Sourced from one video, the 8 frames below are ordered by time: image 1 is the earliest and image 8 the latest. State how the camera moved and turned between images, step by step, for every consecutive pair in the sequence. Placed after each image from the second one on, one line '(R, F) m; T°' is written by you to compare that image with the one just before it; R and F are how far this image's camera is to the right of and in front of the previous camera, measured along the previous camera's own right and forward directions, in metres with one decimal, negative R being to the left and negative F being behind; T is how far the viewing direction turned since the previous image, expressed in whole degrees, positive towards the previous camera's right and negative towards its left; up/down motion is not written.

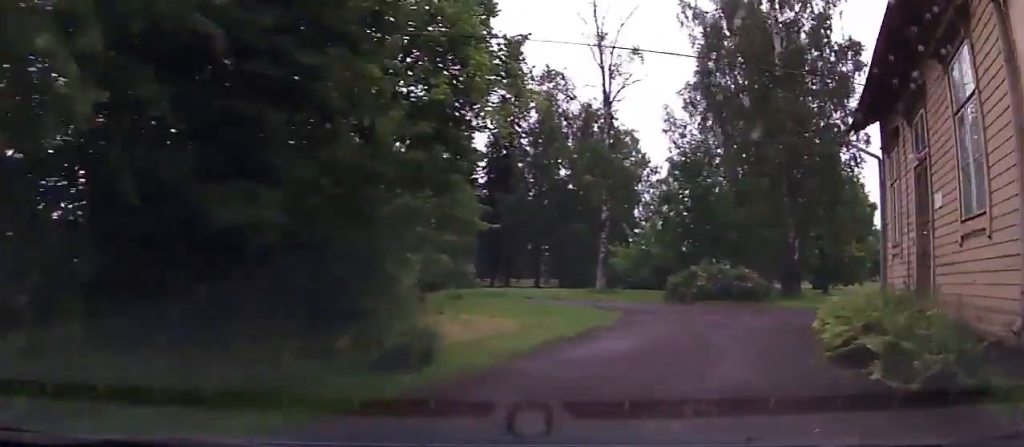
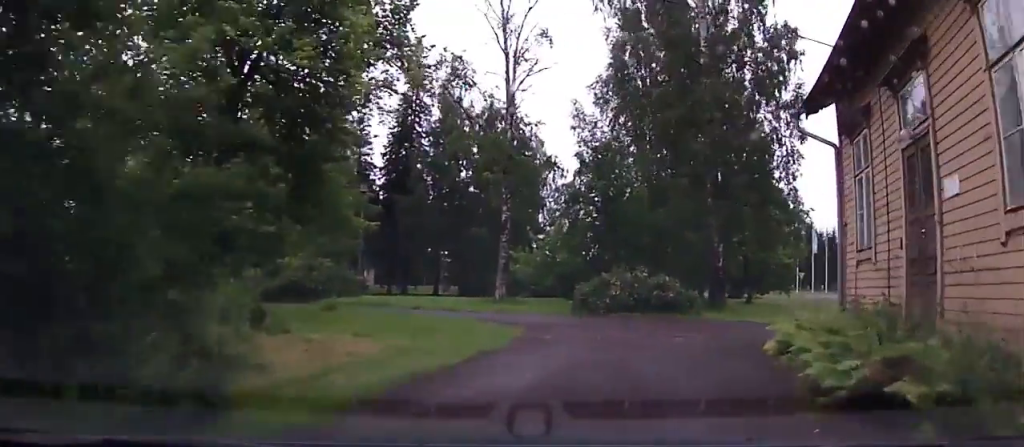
(+0.5, +2.6) m; +8°
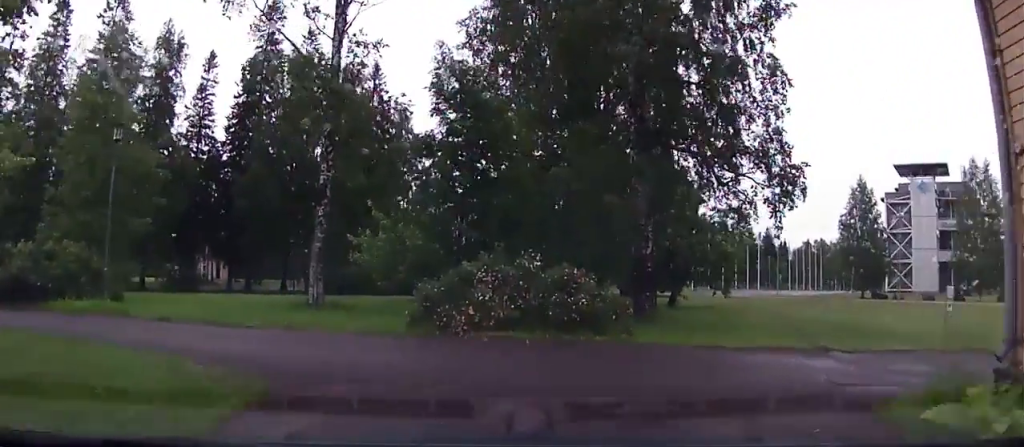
(+1.6, +8.5) m; +13°
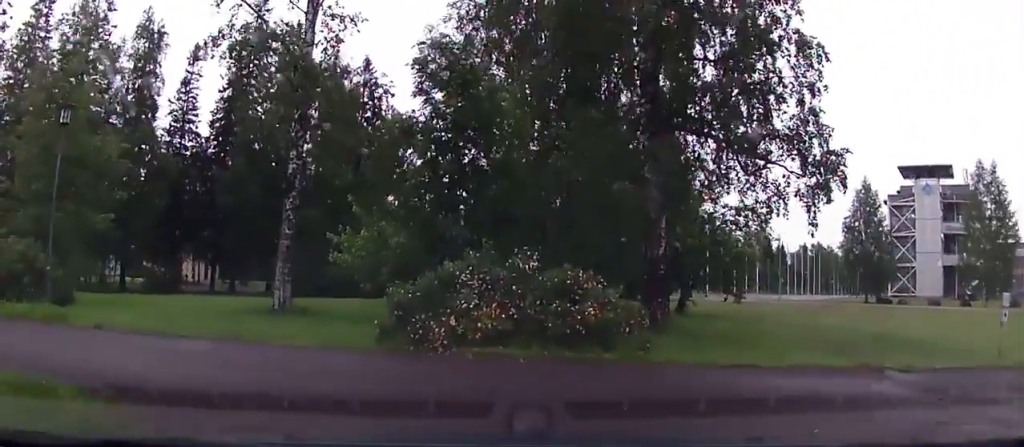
(+0.1, +2.1) m; -2°
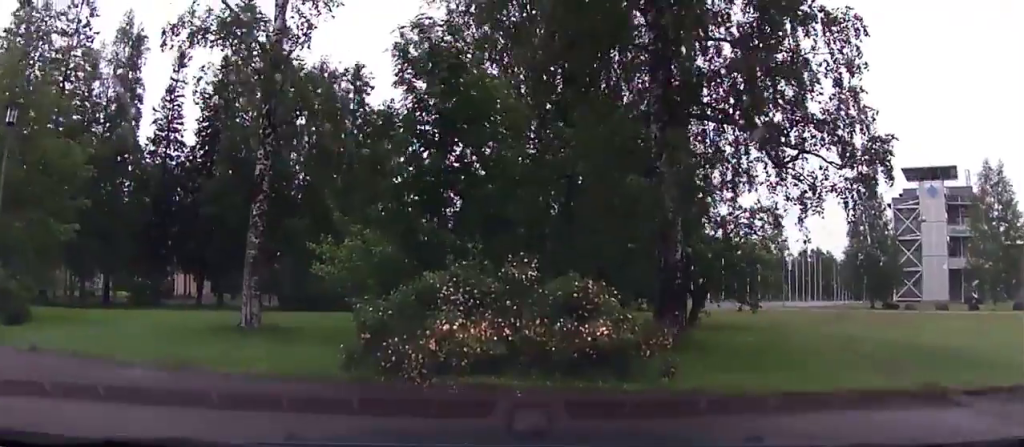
(0.0, +2.3) m; -6°
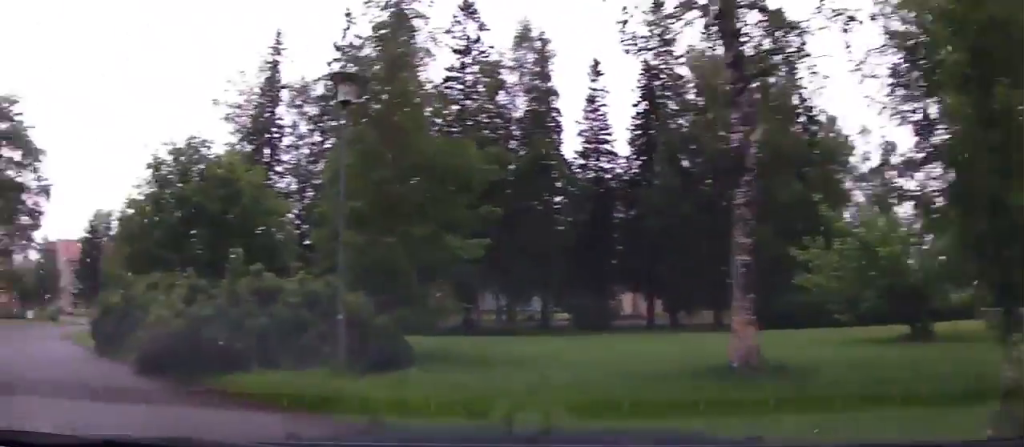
(-3.4, +7.9) m; -44°
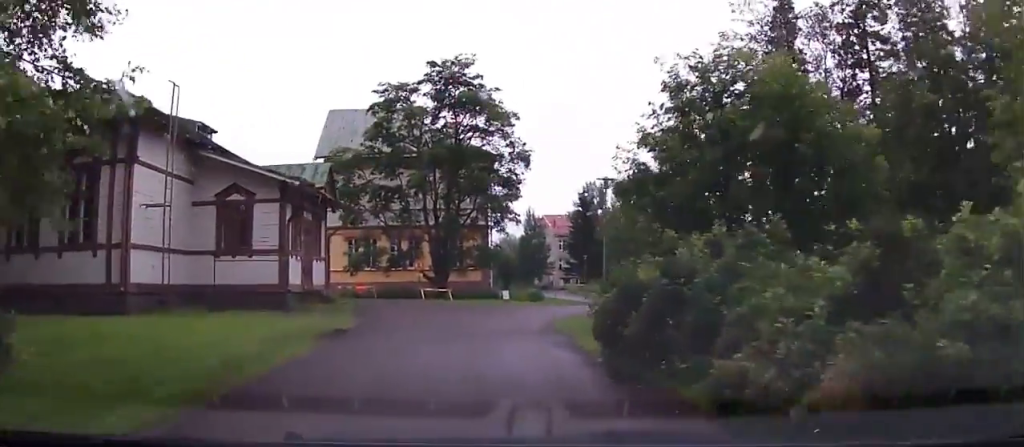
(-0.6, +5.0) m; -14°
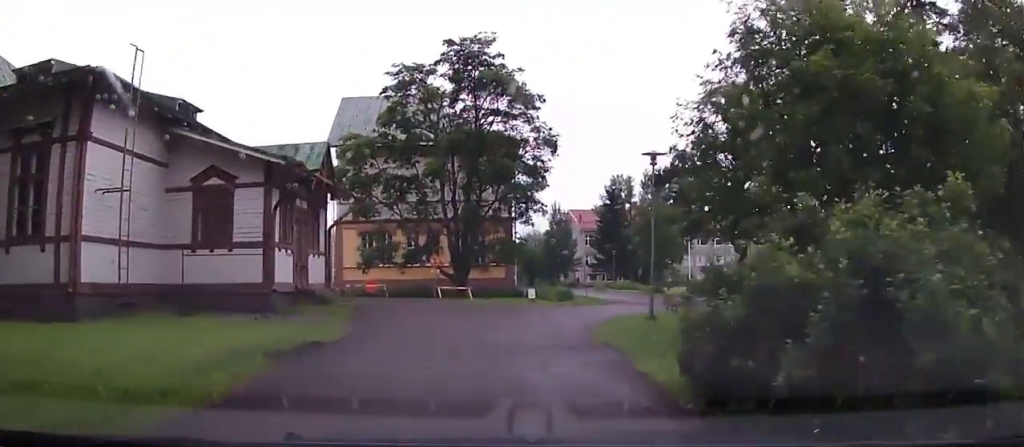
(-0.1, +2.5) m; -5°
